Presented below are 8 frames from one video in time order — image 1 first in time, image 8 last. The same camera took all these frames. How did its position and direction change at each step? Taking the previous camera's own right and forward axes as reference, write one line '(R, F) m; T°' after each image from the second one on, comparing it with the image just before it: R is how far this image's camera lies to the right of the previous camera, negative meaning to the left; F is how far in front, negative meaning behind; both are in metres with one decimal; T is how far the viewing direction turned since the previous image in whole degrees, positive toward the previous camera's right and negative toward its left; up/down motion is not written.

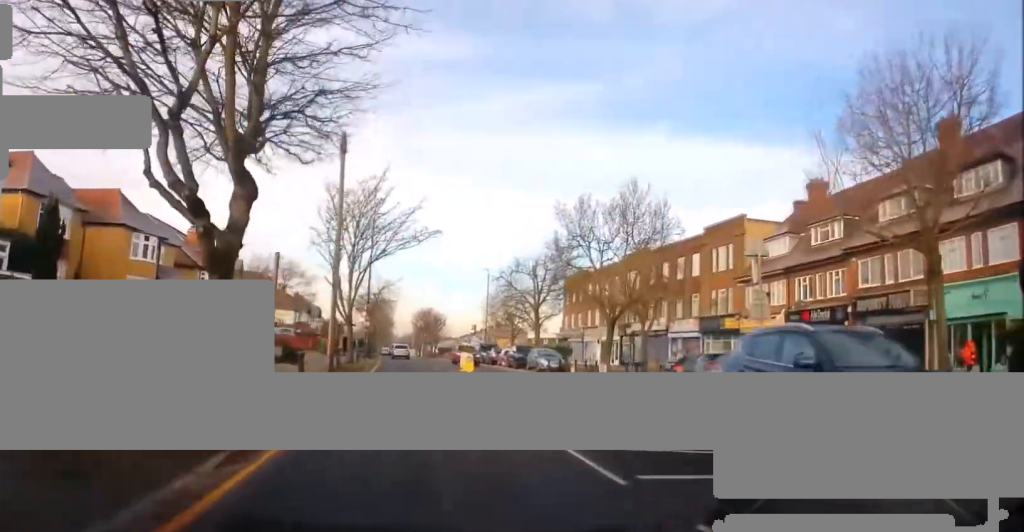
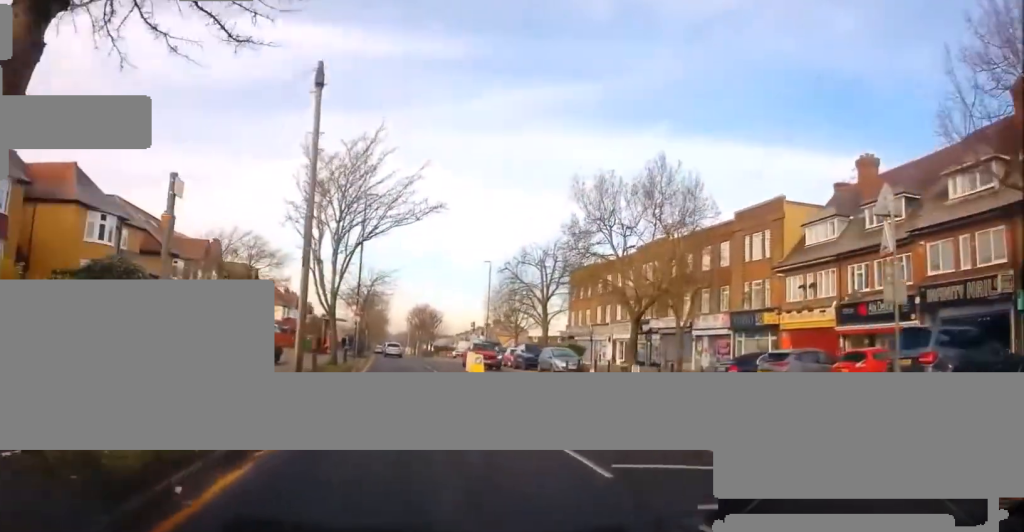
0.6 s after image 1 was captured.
(+0.1, +5.4) m; 0°
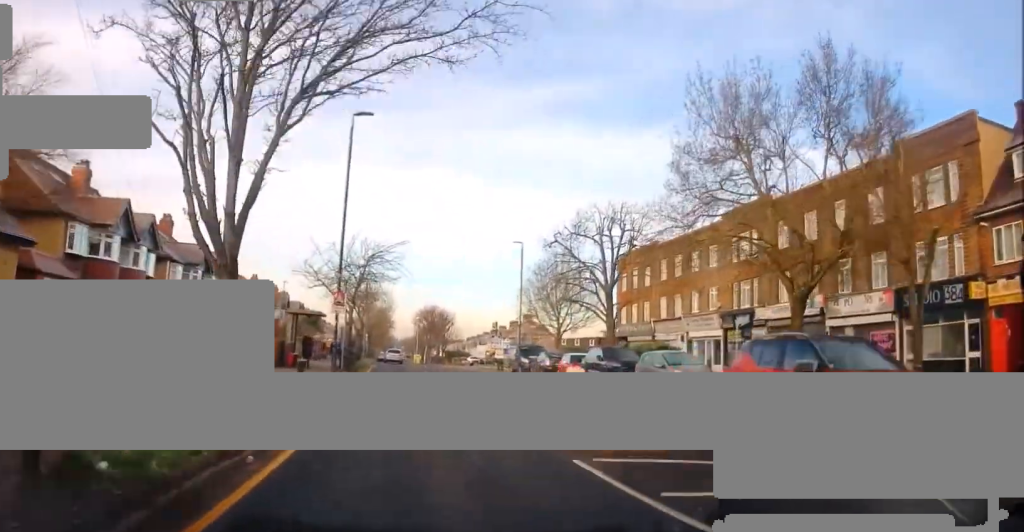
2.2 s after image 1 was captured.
(-0.6, +15.6) m; -3°
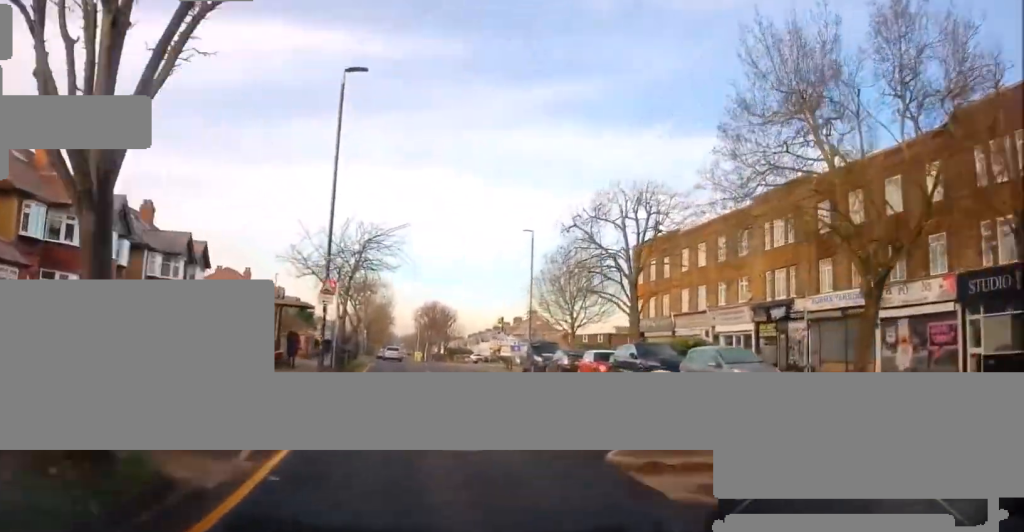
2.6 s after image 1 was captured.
(0.0, +4.2) m; -1°
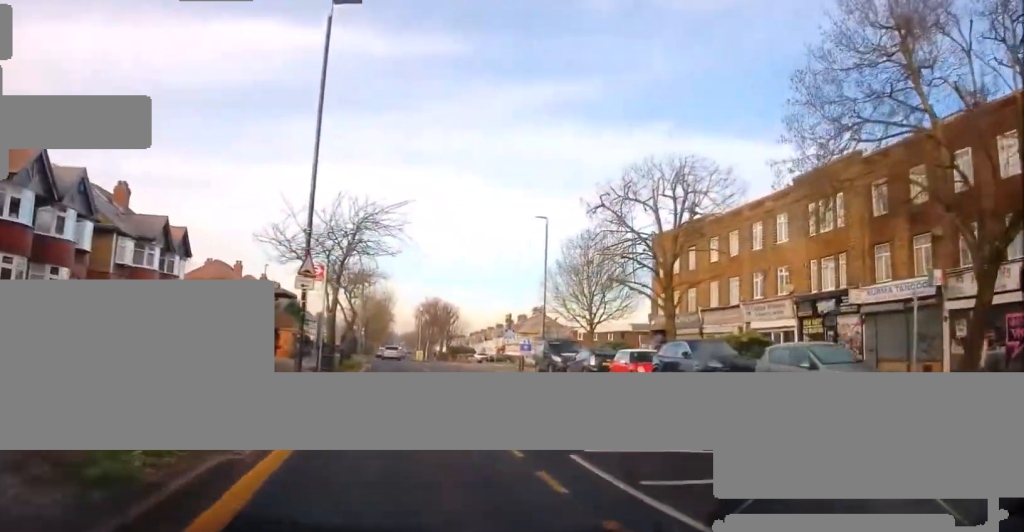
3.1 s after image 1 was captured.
(+0.1, +4.7) m; -1°
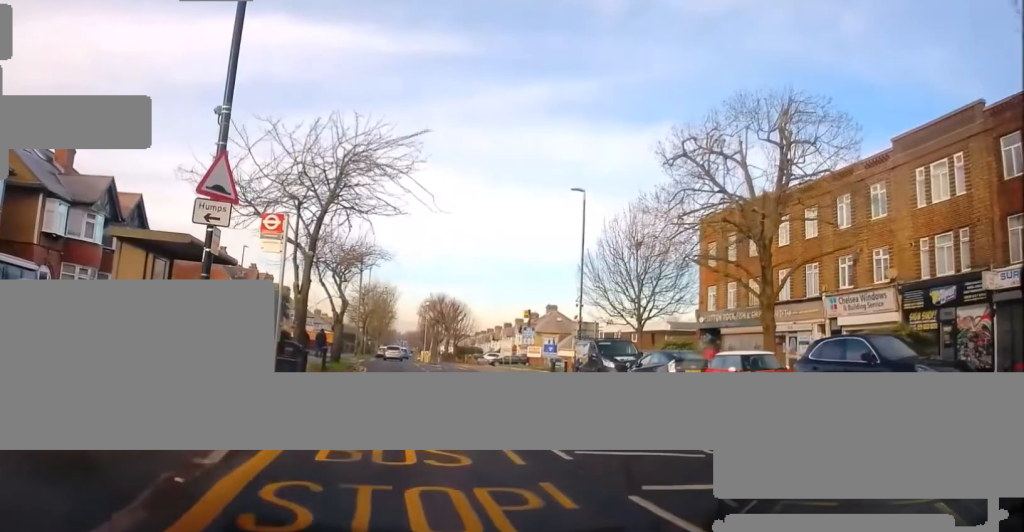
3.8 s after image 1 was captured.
(-0.2, +8.0) m; -1°
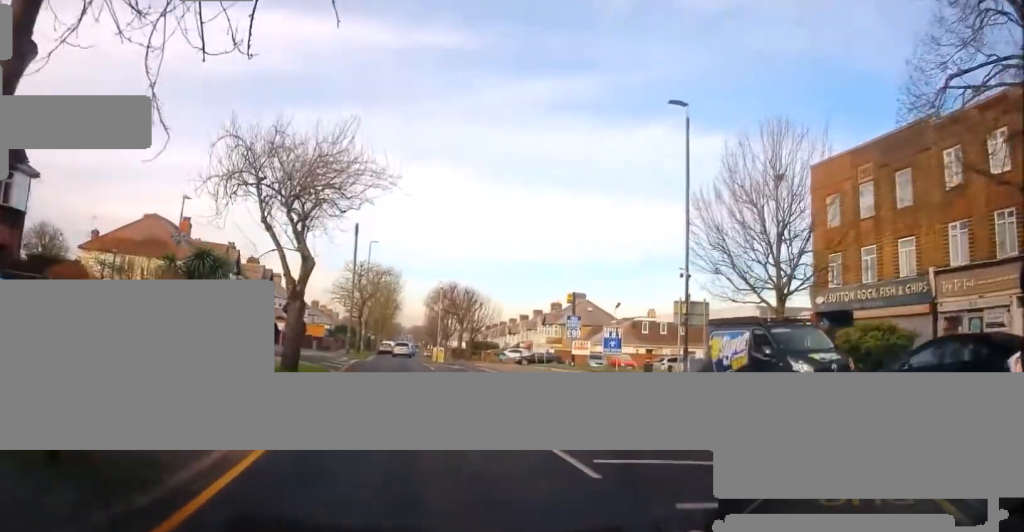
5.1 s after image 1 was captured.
(-0.1, +12.9) m; +2°
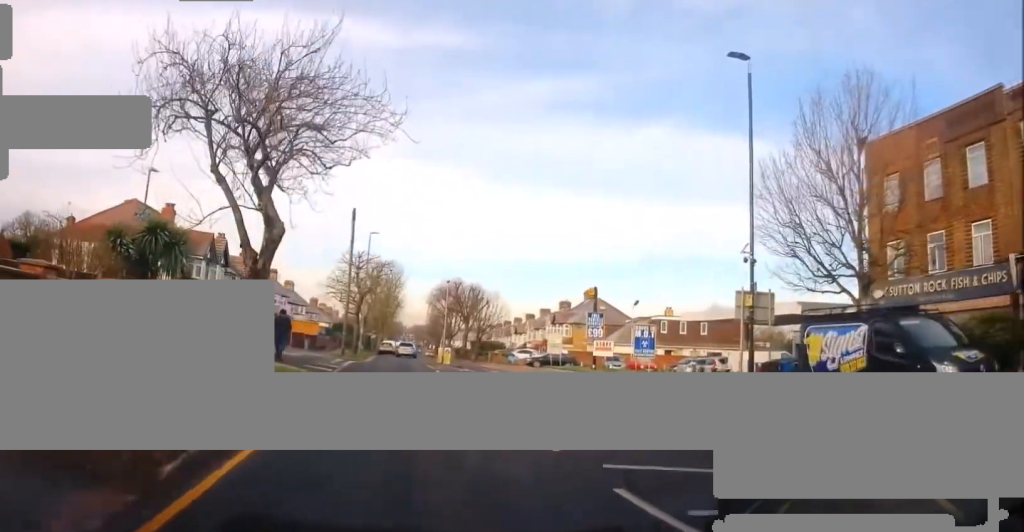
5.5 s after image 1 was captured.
(0.0, +4.5) m; +1°
